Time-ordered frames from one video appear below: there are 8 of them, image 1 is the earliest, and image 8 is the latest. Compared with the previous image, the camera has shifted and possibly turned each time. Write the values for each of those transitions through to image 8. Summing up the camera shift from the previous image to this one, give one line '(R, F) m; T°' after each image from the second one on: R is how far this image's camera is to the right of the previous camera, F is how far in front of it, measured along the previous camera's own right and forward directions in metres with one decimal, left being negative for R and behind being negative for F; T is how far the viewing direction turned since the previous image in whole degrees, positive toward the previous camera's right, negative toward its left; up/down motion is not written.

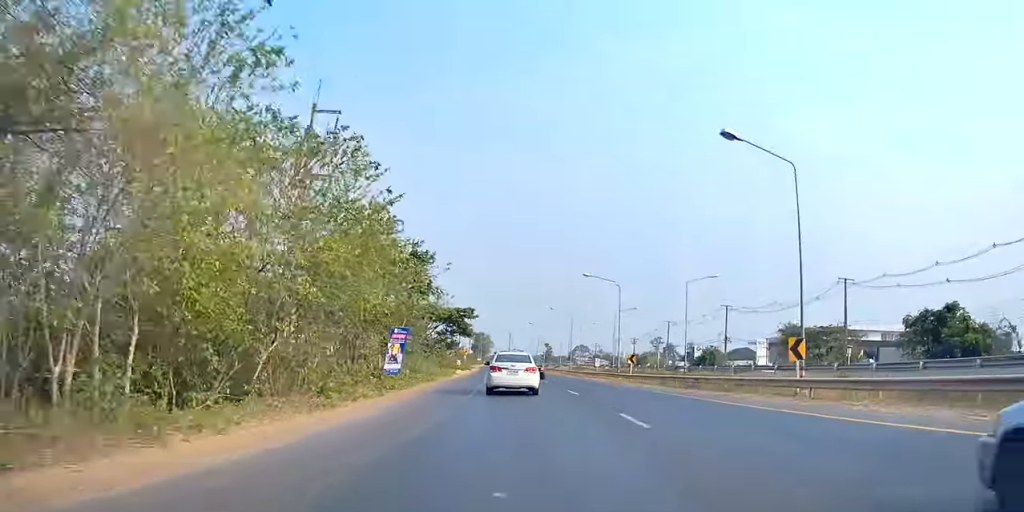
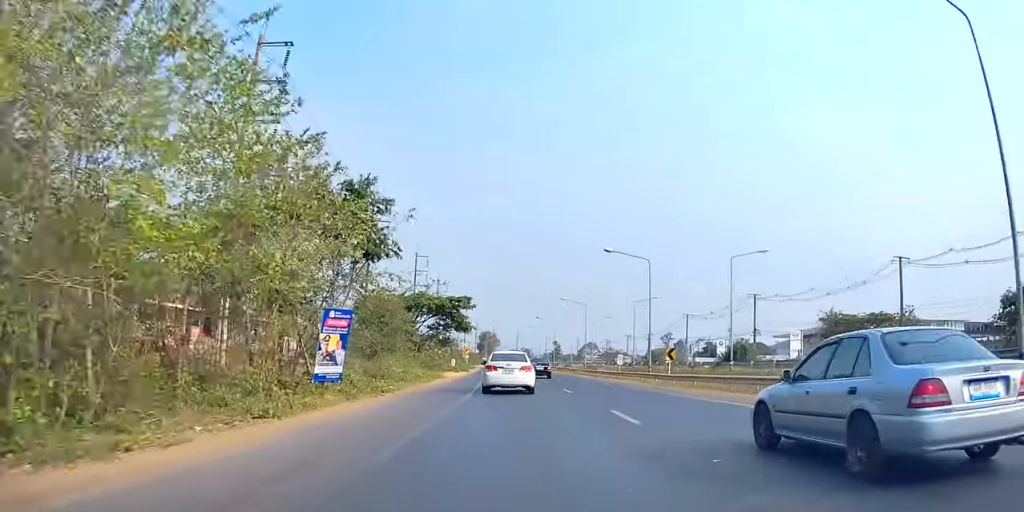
(-0.5, +11.8) m; -2°
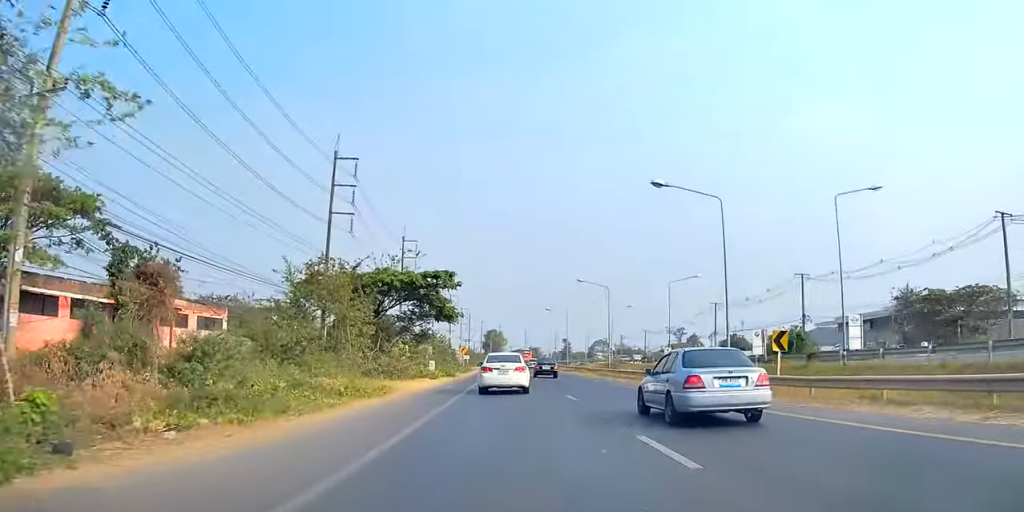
(0.0, +17.2) m; 0°
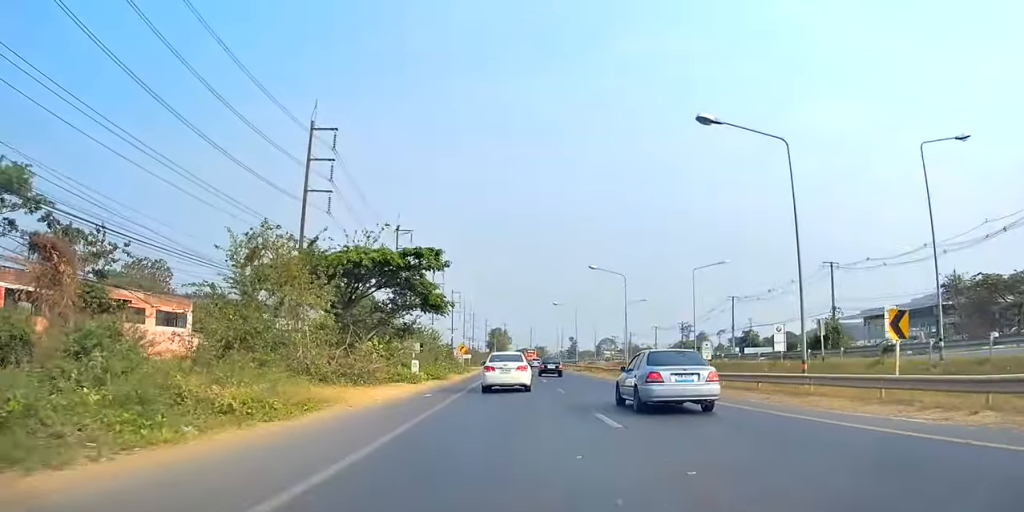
(0.0, +8.0) m; 0°
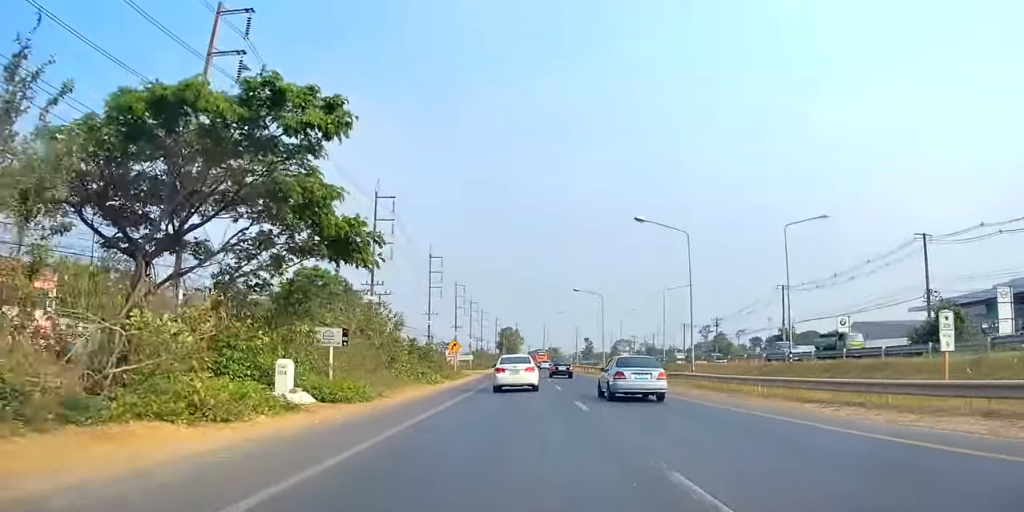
(+0.1, +19.4) m; 0°
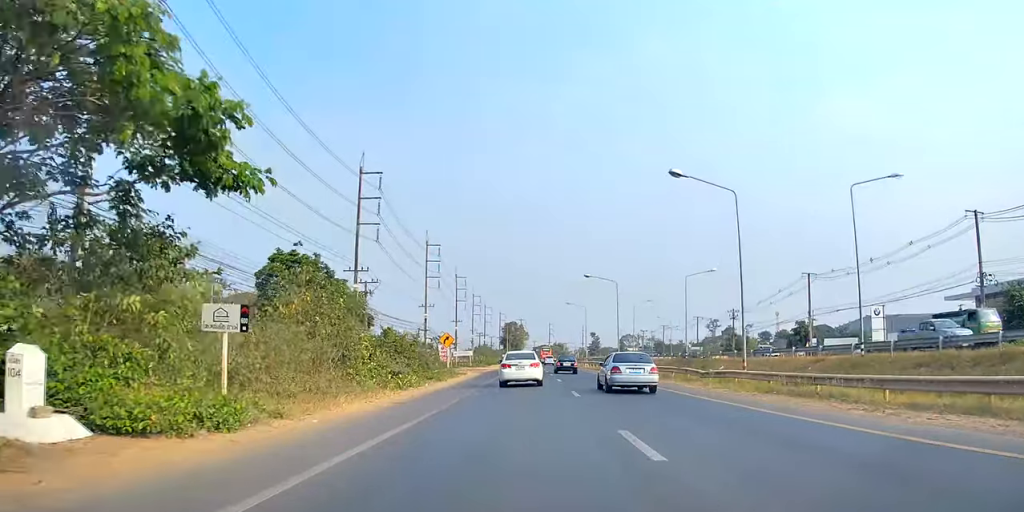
(0.0, +8.7) m; -2°
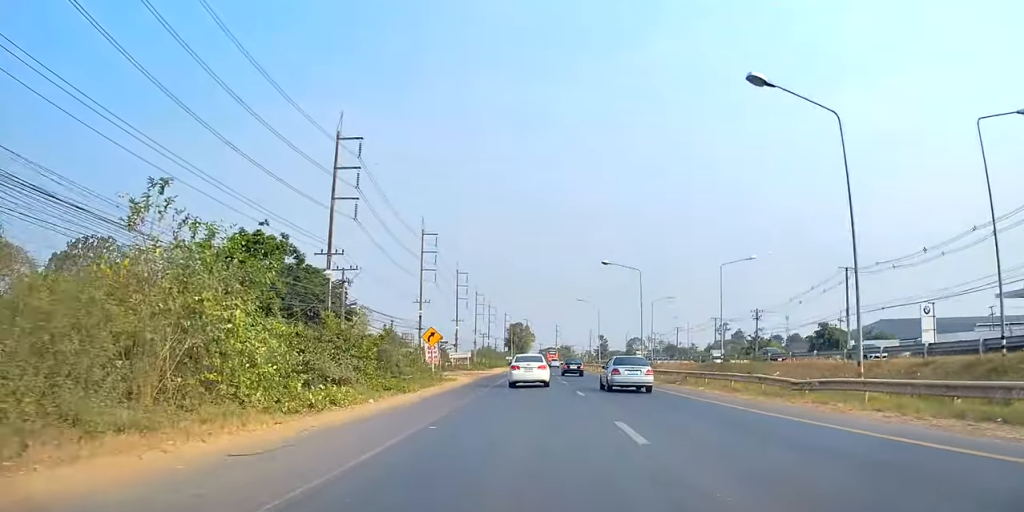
(-0.3, +10.6) m; -1°
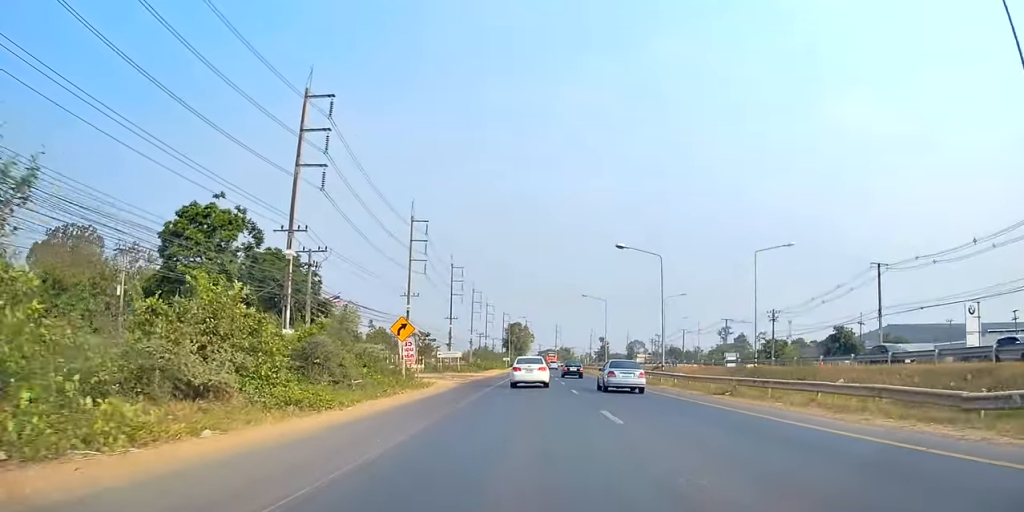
(-0.5, +8.1) m; 0°
